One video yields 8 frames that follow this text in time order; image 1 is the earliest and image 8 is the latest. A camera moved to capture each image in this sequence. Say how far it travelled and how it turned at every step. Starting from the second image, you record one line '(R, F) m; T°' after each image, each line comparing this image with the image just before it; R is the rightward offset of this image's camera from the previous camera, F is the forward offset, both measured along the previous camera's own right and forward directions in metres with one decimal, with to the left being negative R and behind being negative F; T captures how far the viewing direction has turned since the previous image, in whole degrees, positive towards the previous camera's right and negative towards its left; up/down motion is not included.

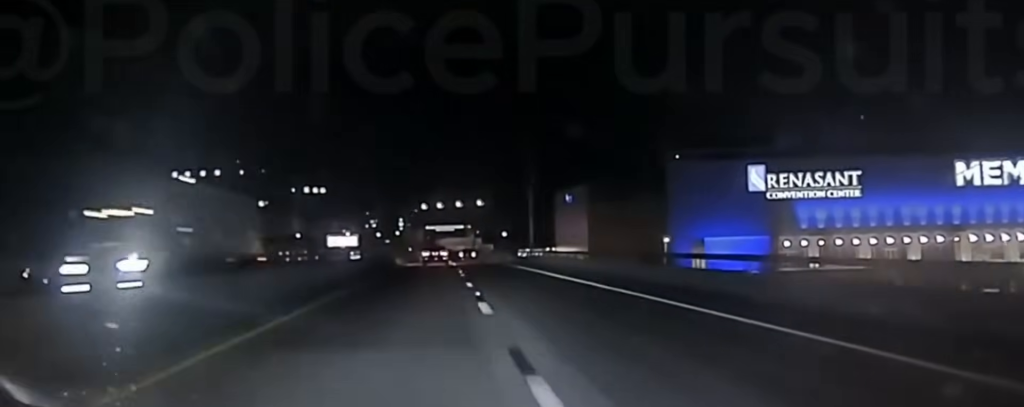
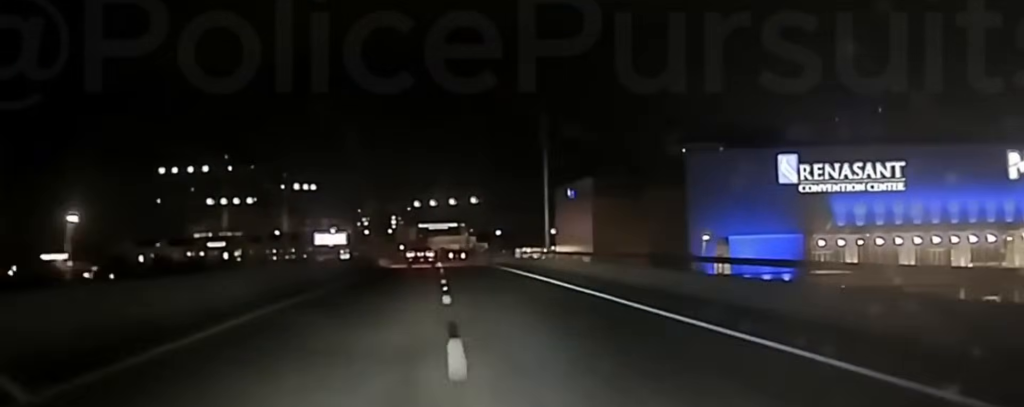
(+0.3, +21.5) m; 0°
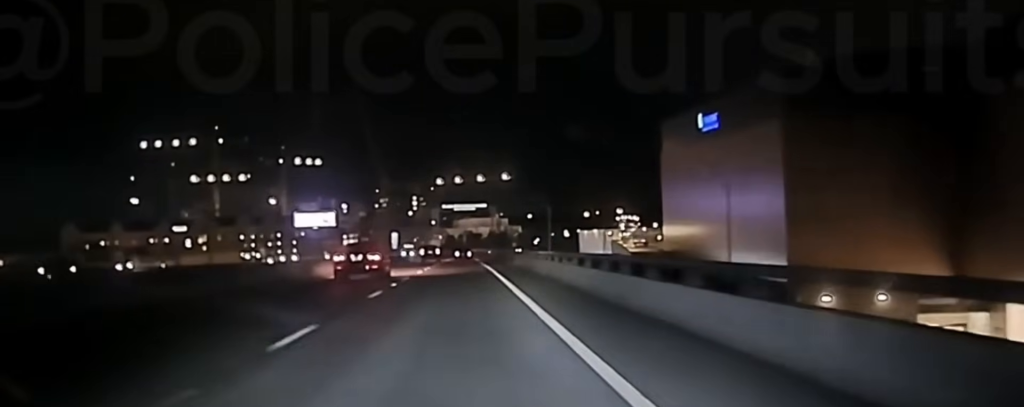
(-2.4, +92.2) m; -2°
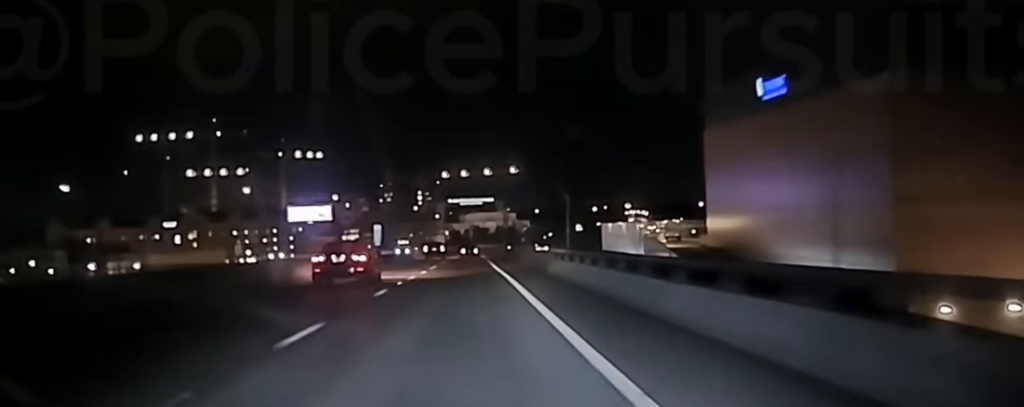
(0.0, +22.0) m; 0°
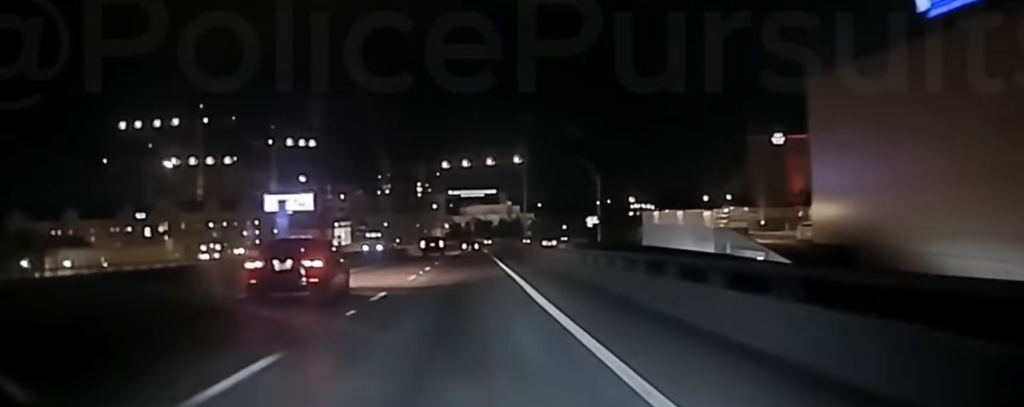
(0.0, +39.6) m; 0°
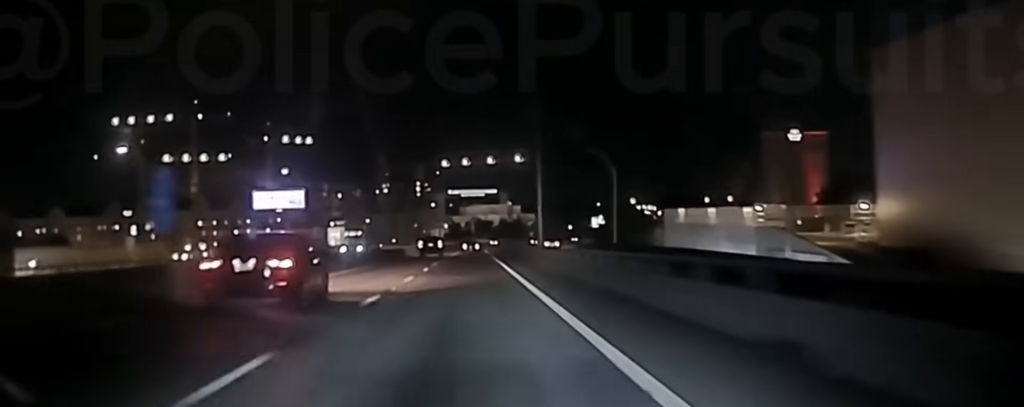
(0.0, +19.2) m; 0°
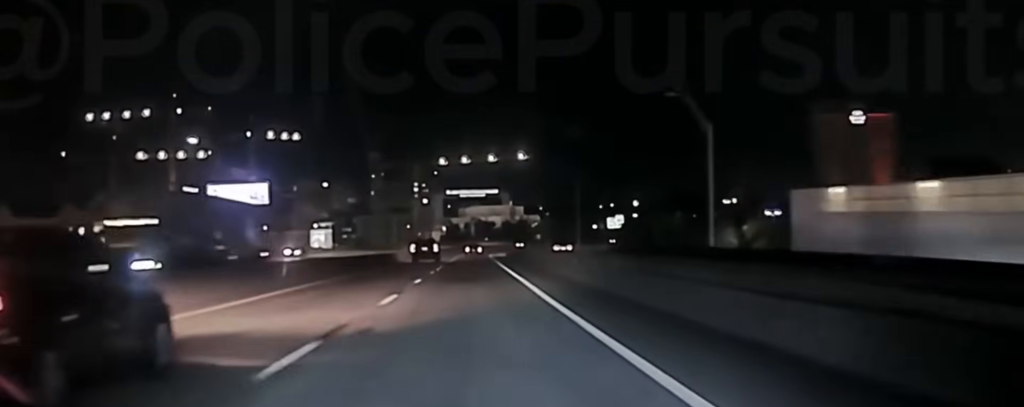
(-0.3, +55.8) m; 0°
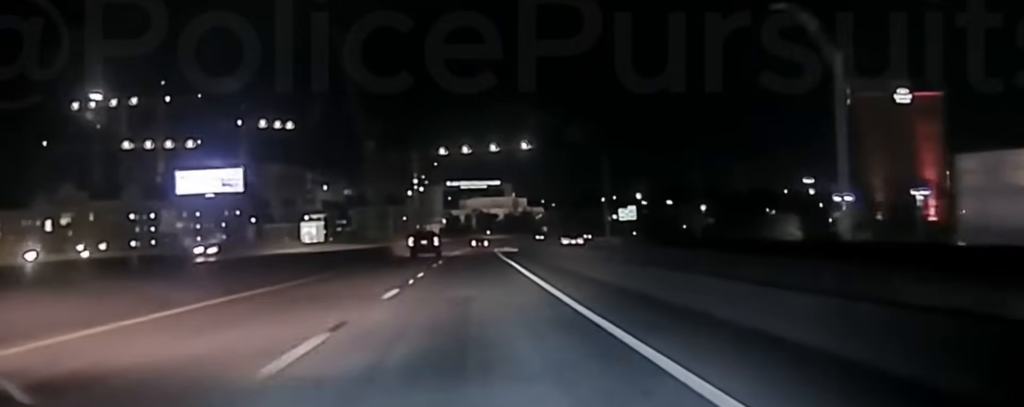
(+0.1, +30.9) m; 0°
